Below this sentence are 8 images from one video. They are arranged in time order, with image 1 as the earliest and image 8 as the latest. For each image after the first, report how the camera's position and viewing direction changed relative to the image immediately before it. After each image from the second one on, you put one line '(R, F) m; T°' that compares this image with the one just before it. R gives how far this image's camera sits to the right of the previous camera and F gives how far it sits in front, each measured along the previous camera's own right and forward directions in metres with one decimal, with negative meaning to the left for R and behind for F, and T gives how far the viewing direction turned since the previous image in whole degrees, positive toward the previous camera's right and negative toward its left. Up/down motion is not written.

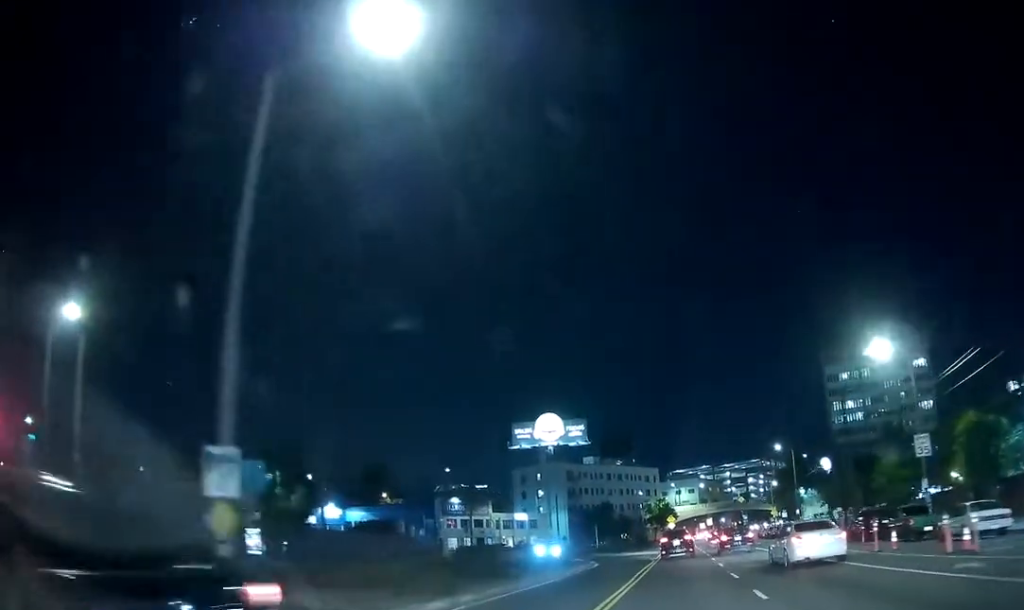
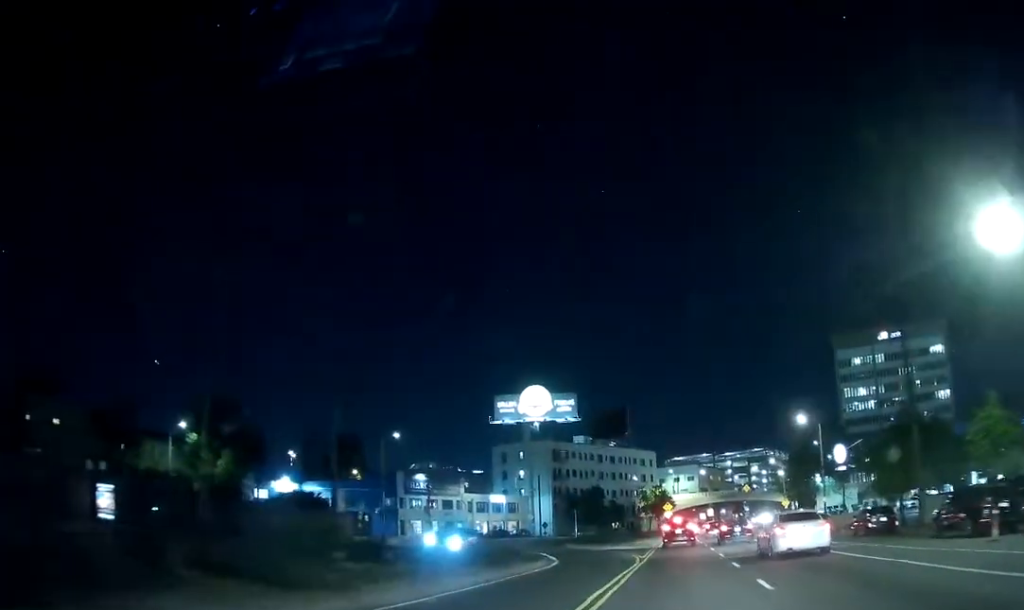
(-0.4, +14.4) m; -2°
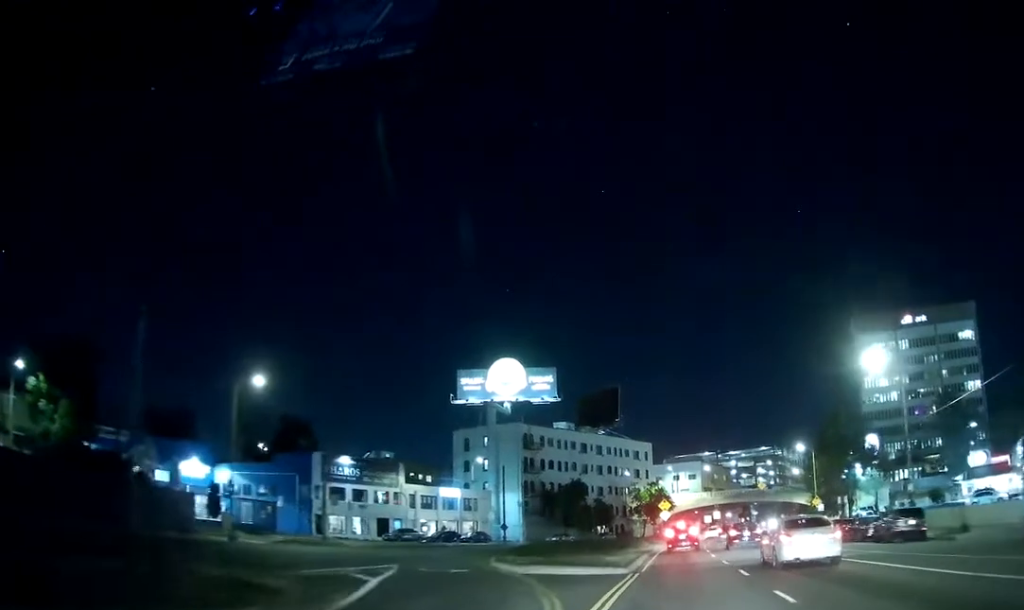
(0.0, +22.6) m; +1°
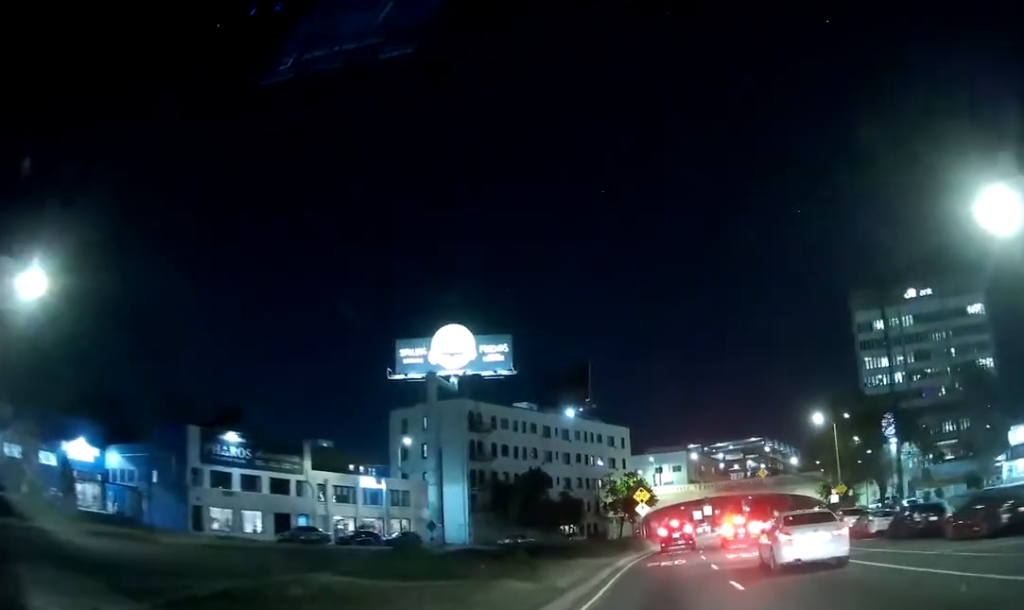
(+0.8, +18.7) m; +2°
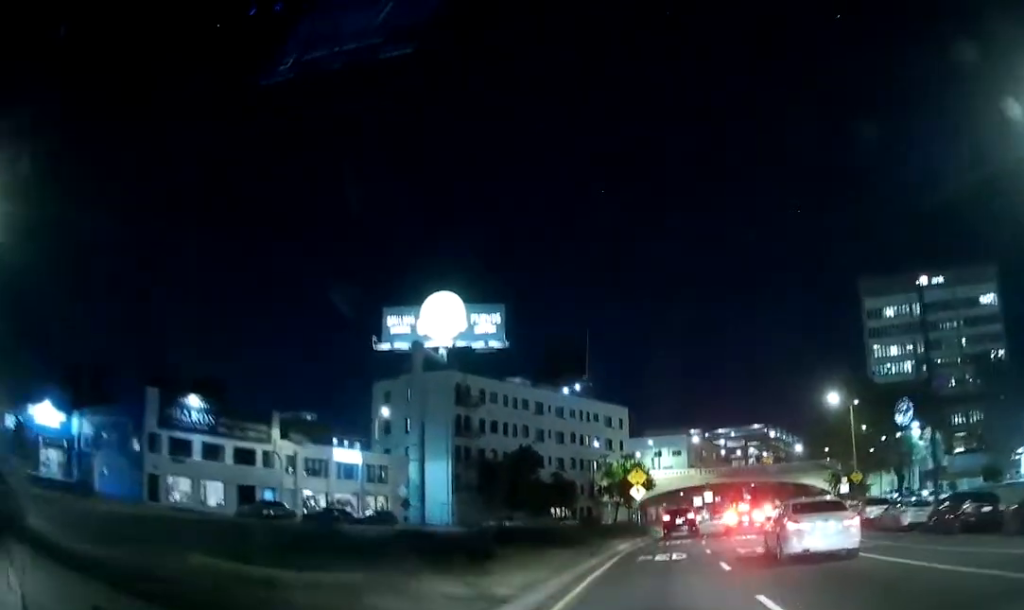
(+0.1, +5.9) m; 0°
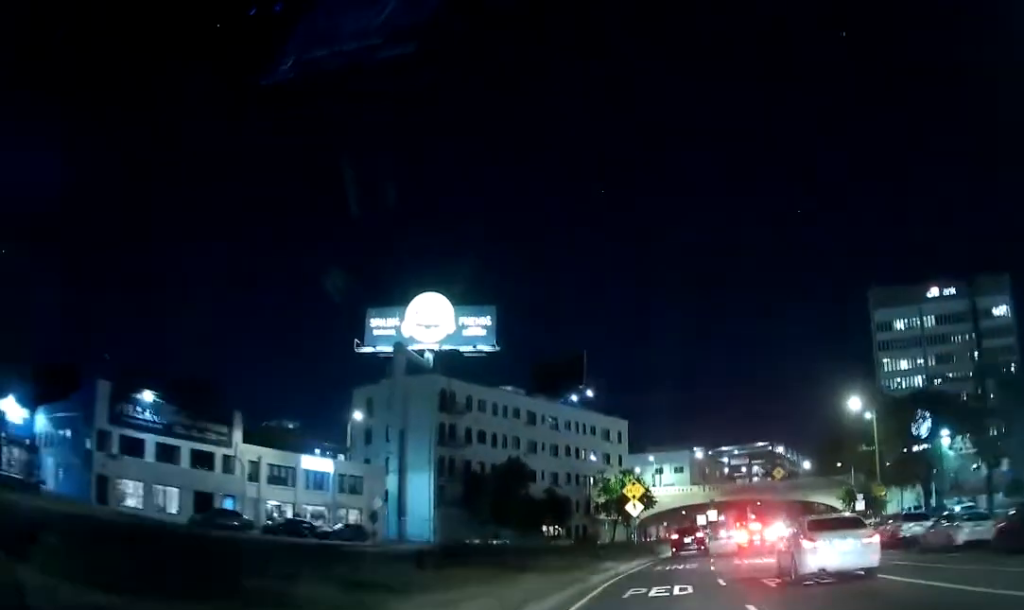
(-0.3, +6.0) m; 0°
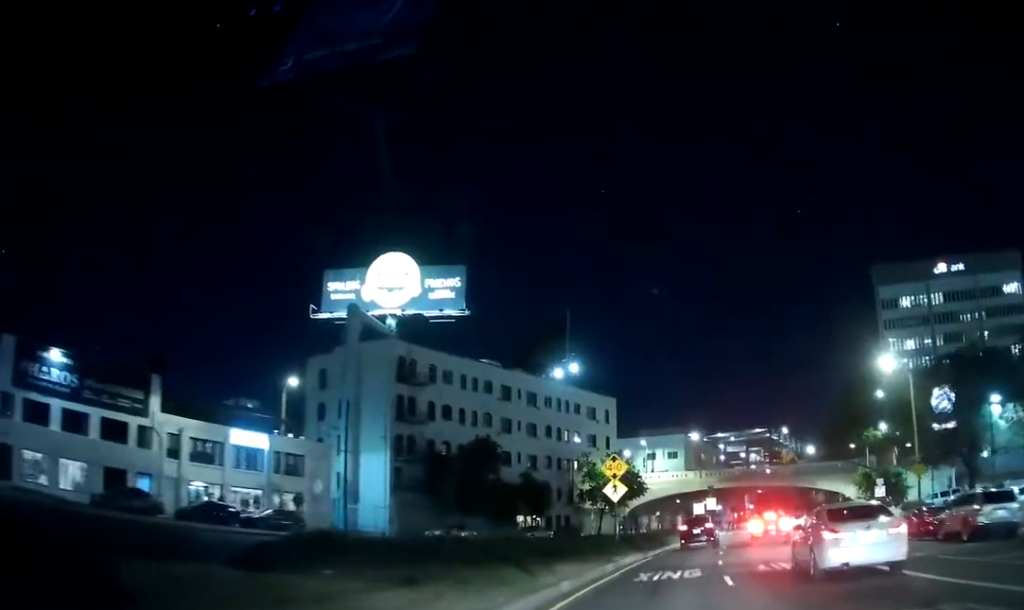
(0.0, +10.0) m; 0°
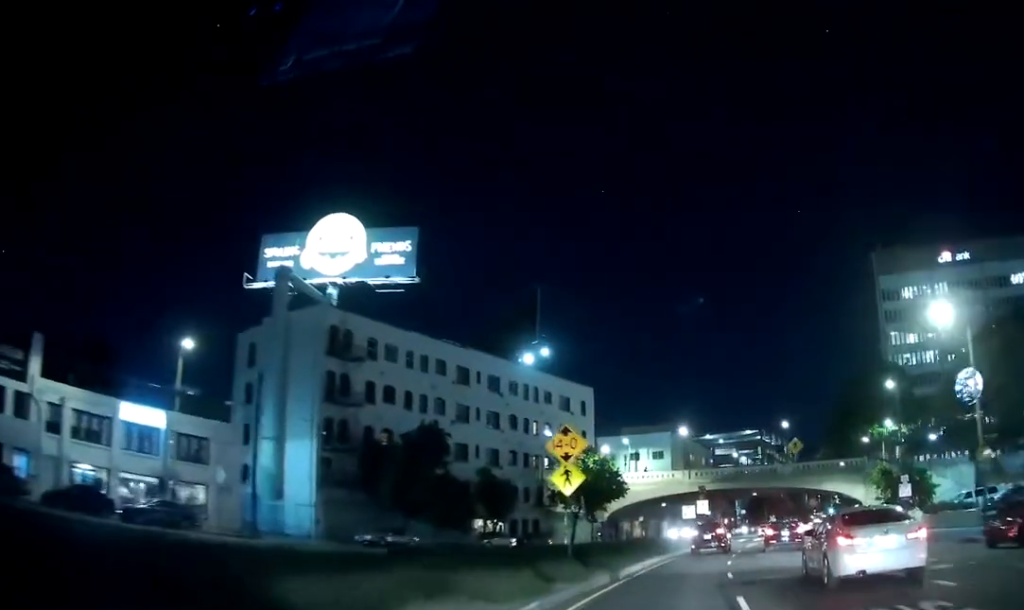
(+0.3, +11.5) m; 0°
